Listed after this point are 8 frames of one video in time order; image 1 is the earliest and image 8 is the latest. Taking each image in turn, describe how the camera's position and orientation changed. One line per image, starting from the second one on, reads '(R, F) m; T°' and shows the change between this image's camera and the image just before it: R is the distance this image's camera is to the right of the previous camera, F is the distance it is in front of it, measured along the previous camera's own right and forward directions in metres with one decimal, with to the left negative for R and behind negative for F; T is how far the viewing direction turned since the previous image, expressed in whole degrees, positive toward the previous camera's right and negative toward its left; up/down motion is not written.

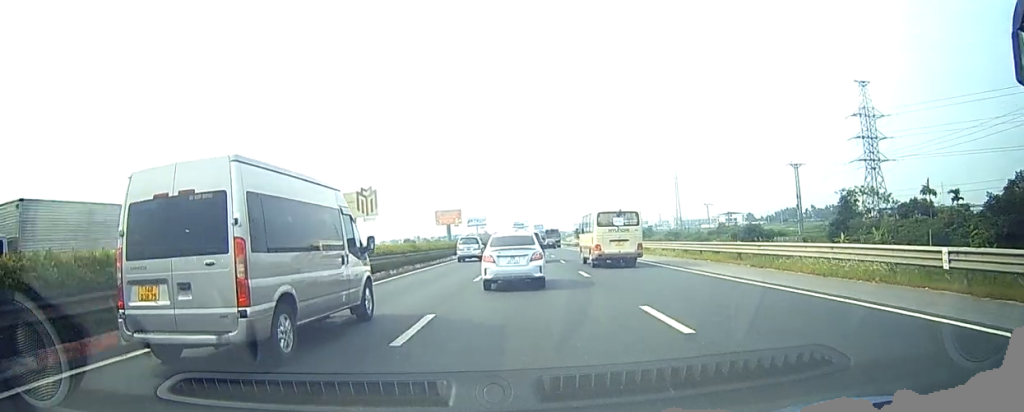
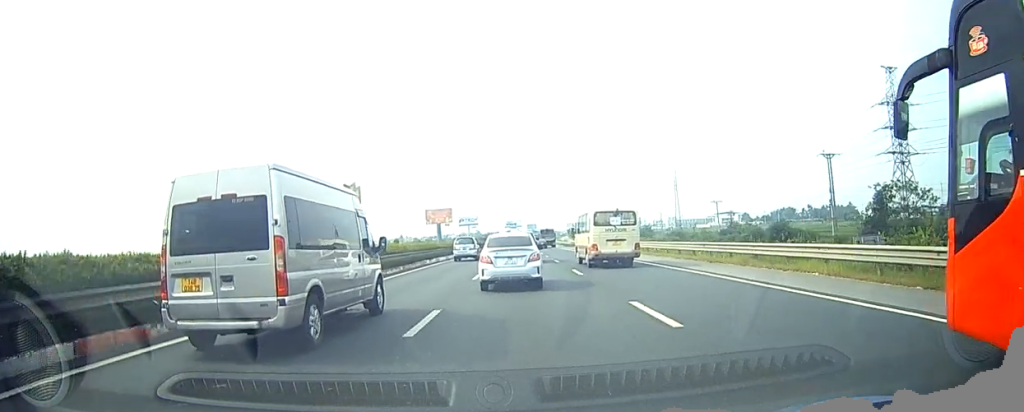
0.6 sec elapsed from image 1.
(0.0, +12.5) m; 0°
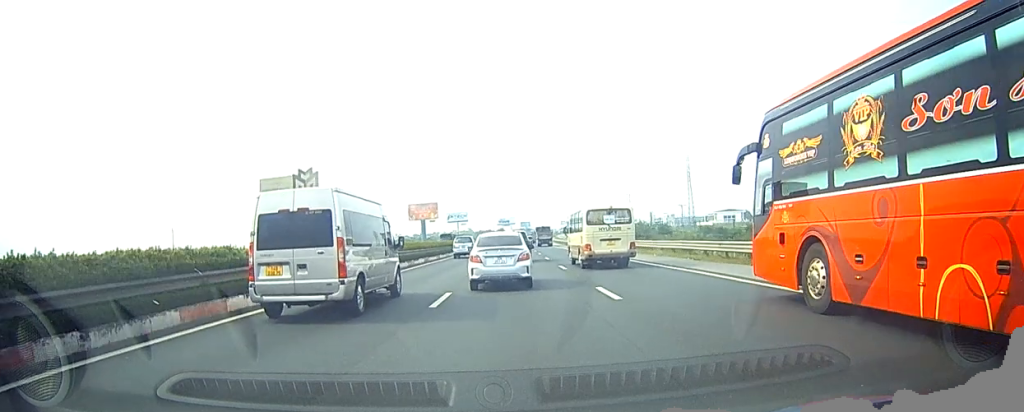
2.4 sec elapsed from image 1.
(0.0, +36.0) m; 0°
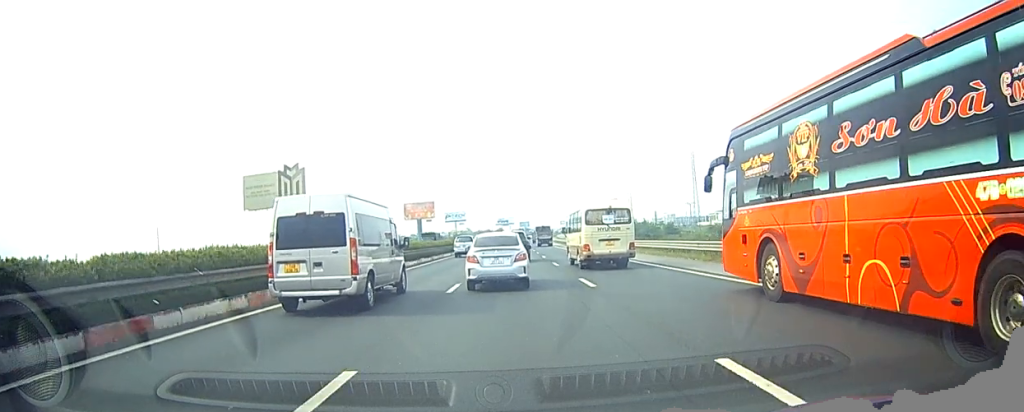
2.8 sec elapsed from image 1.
(0.0, +9.7) m; 0°
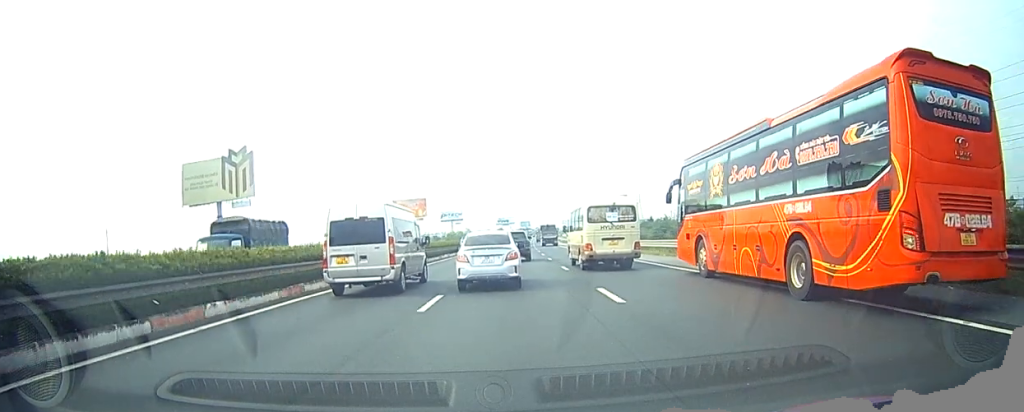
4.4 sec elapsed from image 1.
(+0.4, +30.4) m; +1°
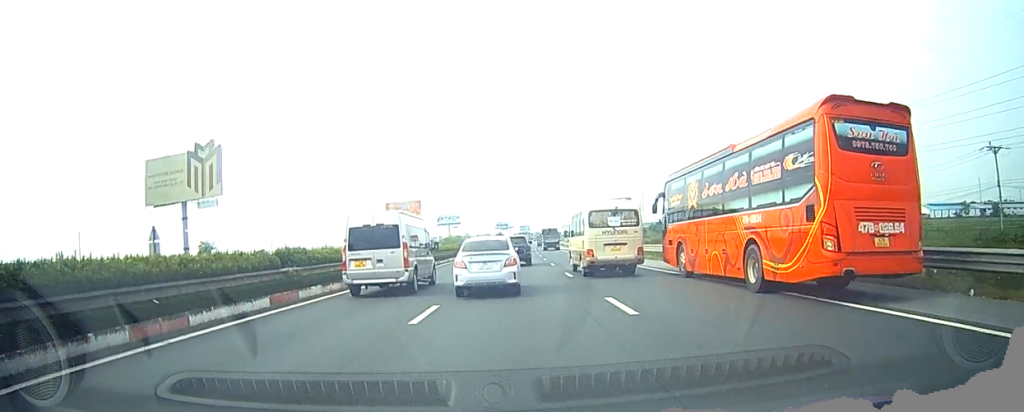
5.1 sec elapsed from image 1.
(0.0, +12.9) m; 0°
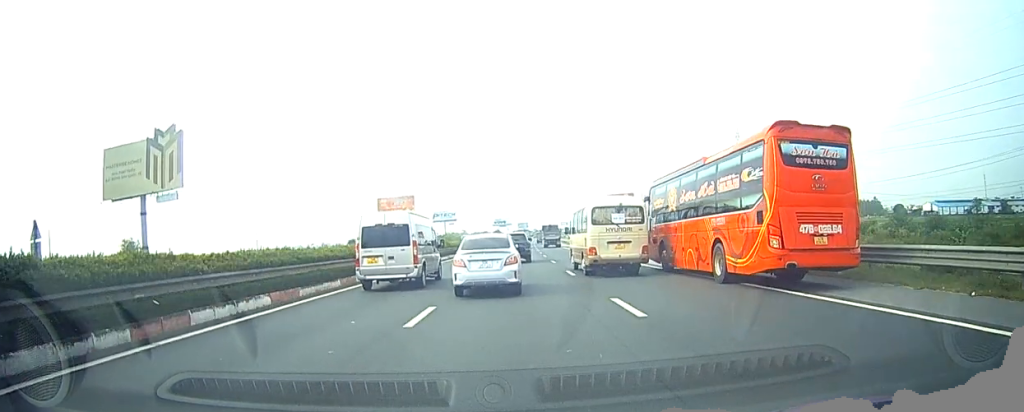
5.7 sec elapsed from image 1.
(0.0, +12.2) m; 0°
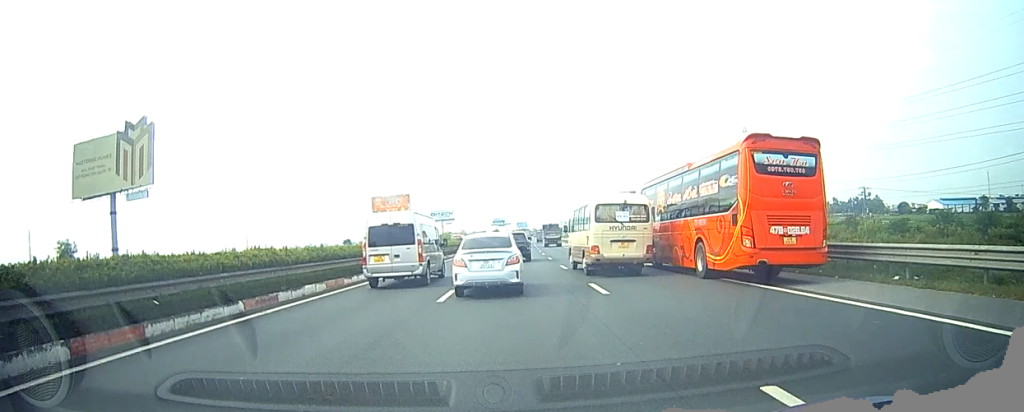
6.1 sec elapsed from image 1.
(0.0, +7.6) m; 0°
